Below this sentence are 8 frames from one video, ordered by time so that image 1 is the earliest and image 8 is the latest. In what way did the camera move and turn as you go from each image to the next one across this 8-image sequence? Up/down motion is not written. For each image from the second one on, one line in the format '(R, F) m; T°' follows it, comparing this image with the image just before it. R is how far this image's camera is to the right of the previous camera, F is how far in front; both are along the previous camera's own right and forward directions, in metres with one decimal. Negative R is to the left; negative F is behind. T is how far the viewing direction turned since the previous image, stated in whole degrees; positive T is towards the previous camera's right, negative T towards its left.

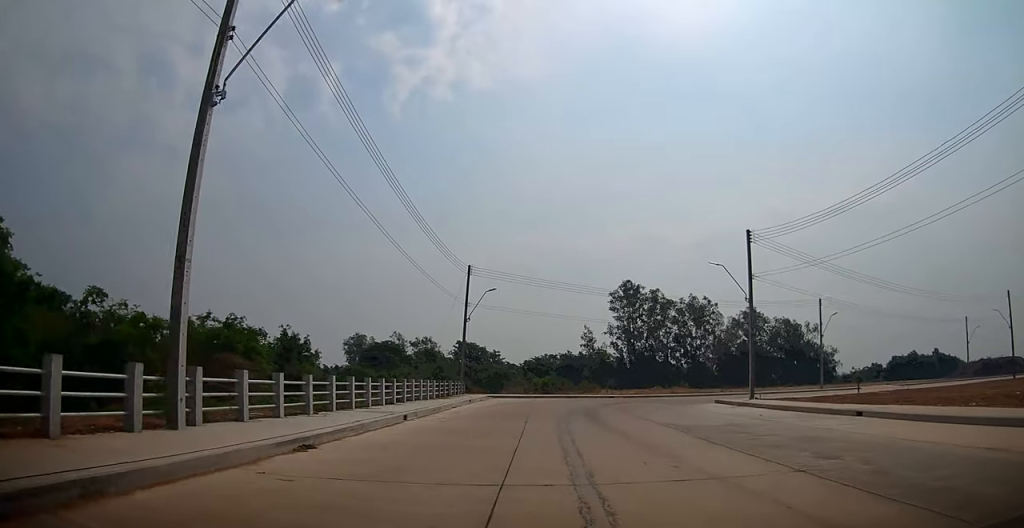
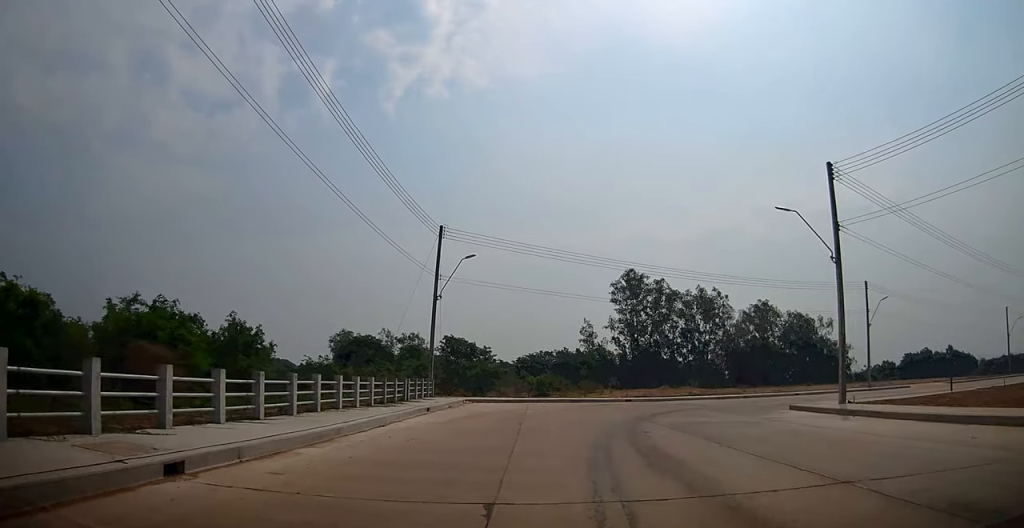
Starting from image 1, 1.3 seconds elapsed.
(-0.2, +11.4) m; -1°
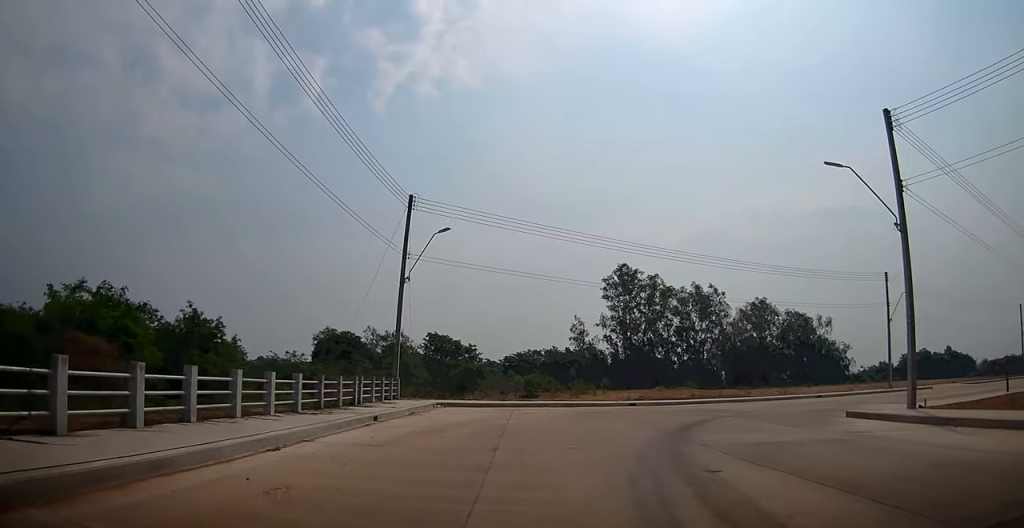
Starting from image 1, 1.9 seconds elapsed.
(-0.1, +5.9) m; +1°
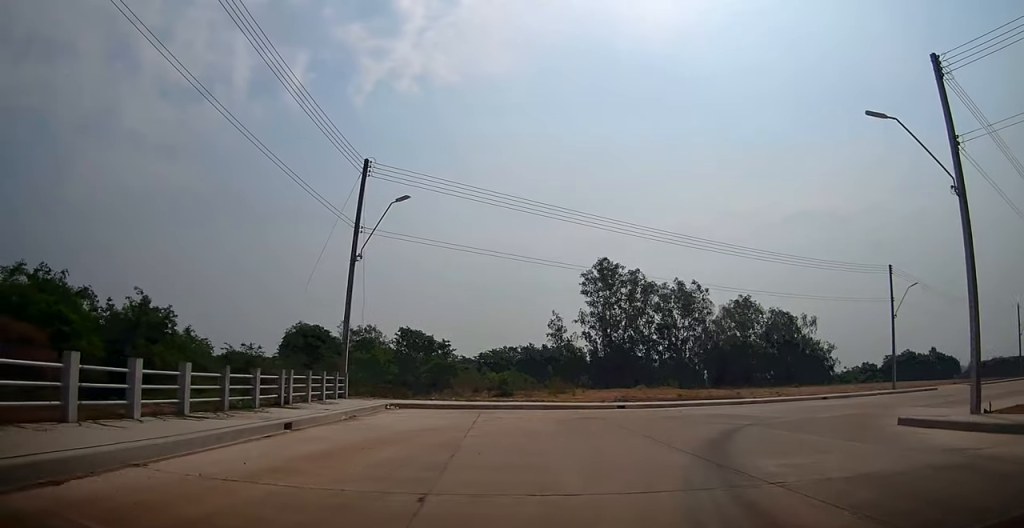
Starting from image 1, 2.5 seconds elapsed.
(+0.1, +4.4) m; +4°
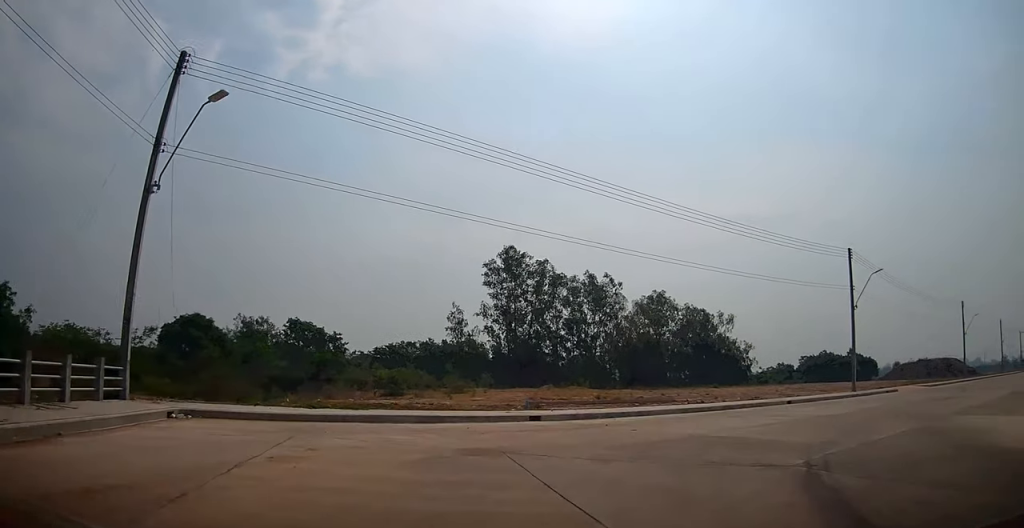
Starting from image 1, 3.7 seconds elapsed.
(+0.7, +8.9) m; +11°
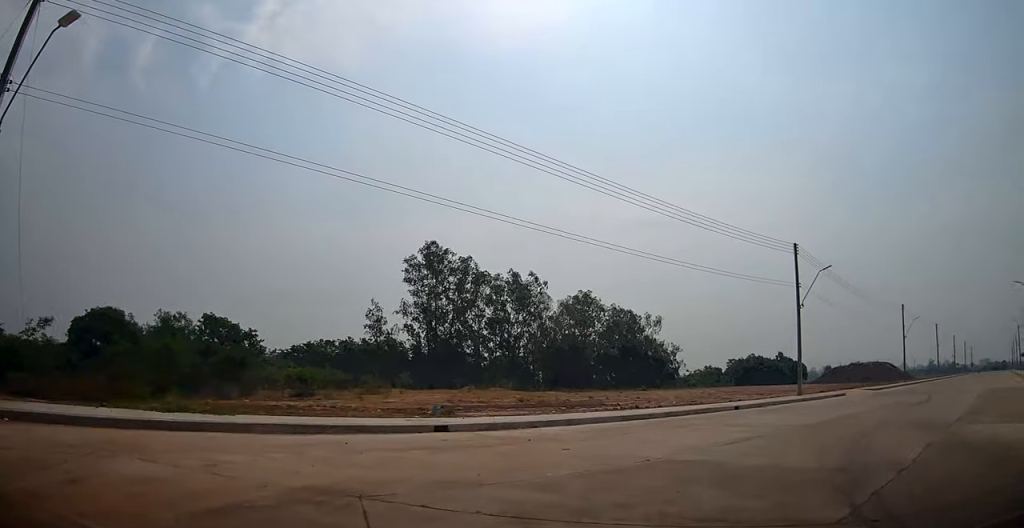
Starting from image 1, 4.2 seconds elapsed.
(+0.2, +3.9) m; +6°
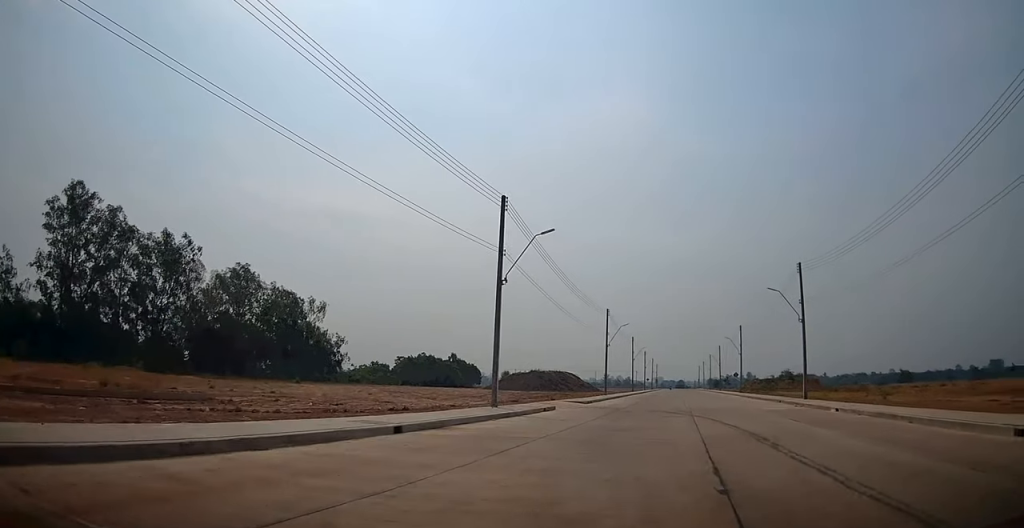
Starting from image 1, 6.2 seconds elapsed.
(+2.4, +12.6) m; +29°
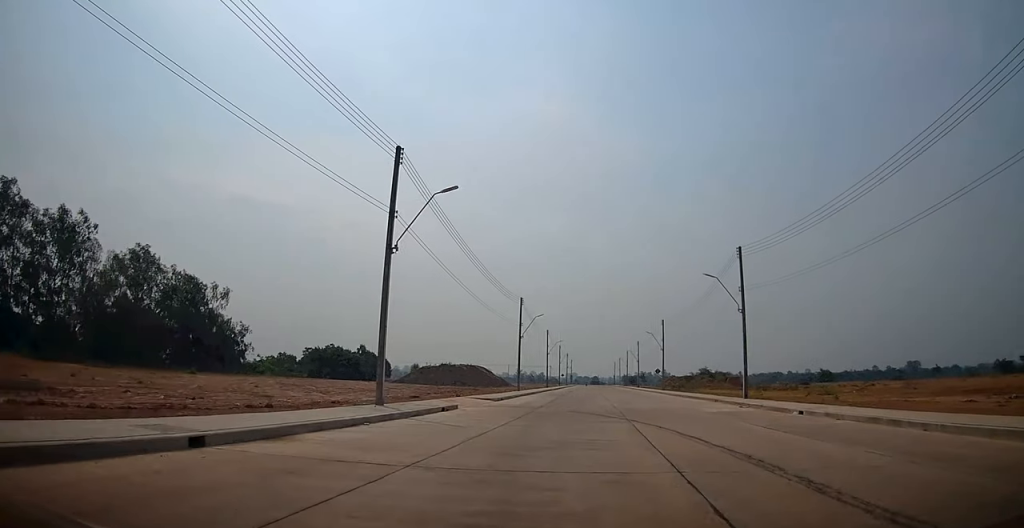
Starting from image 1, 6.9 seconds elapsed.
(+1.0, +4.6) m; +9°
